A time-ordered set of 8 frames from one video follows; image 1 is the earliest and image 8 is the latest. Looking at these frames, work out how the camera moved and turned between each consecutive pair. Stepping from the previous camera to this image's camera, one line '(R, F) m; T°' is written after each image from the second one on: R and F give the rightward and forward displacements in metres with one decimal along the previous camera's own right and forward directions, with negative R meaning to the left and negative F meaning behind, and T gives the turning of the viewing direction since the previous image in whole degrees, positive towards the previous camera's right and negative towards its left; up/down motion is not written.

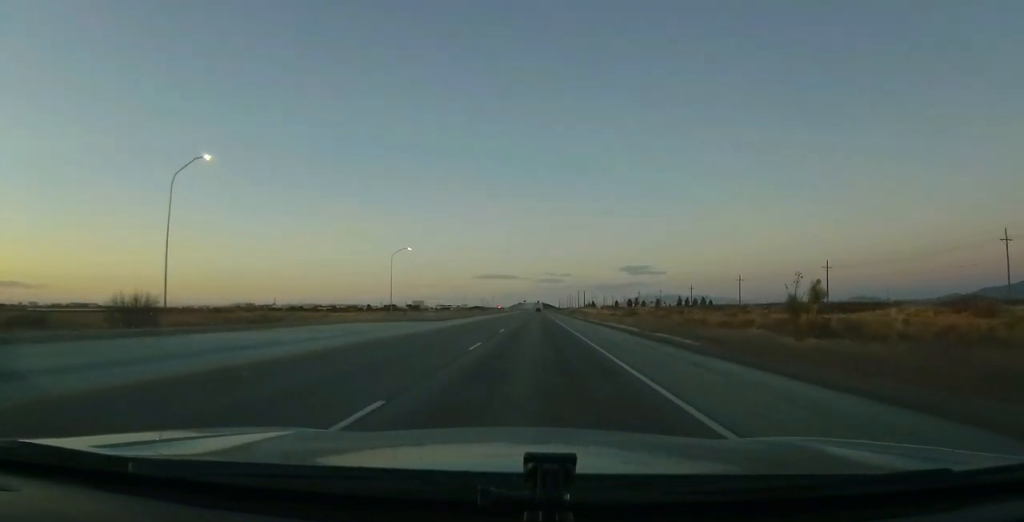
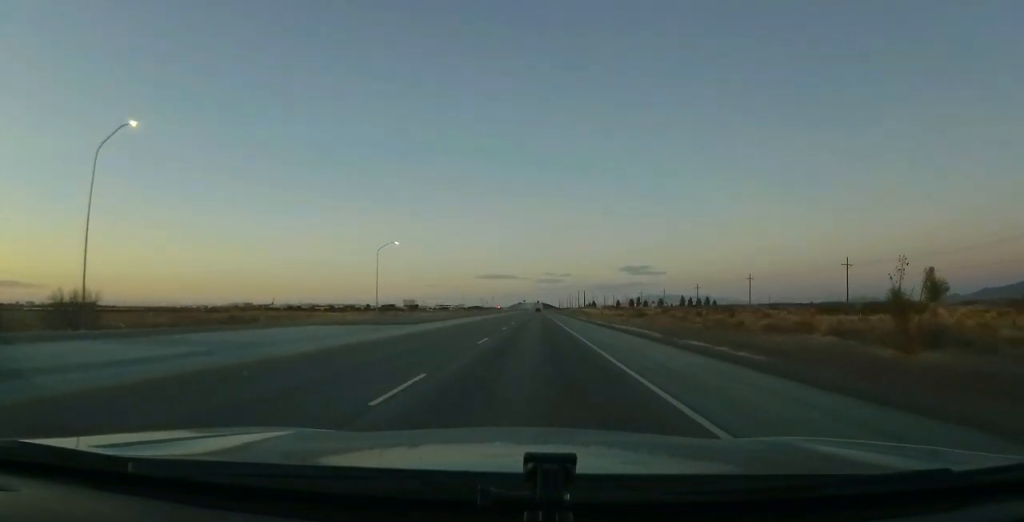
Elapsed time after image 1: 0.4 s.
(0.0, +9.5) m; 0°
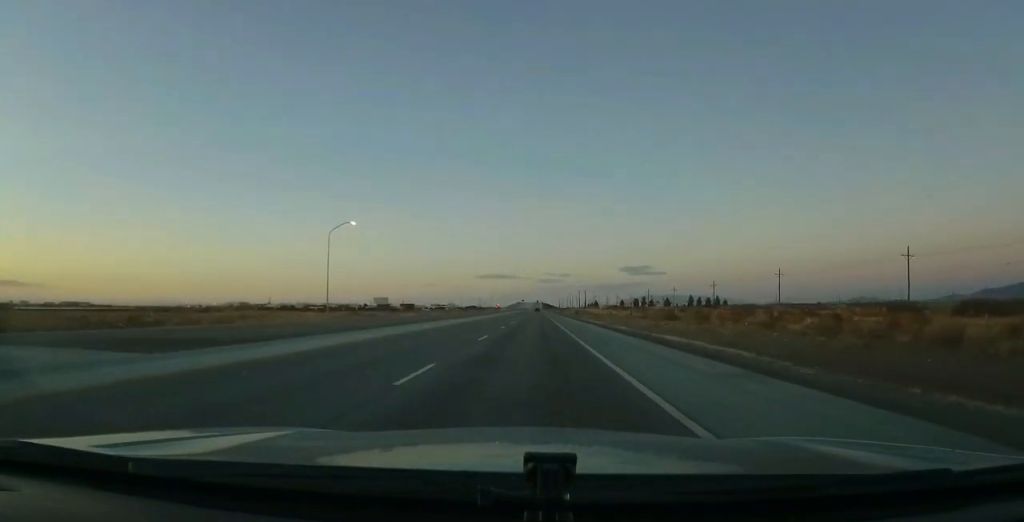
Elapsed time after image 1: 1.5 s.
(0.0, +23.5) m; 0°
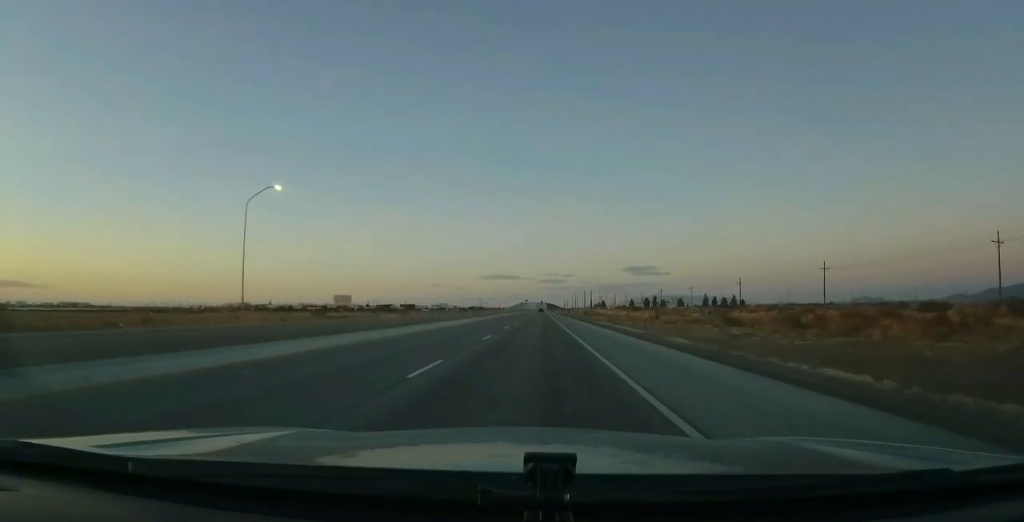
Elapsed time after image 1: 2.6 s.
(+0.1, +23.5) m; +1°
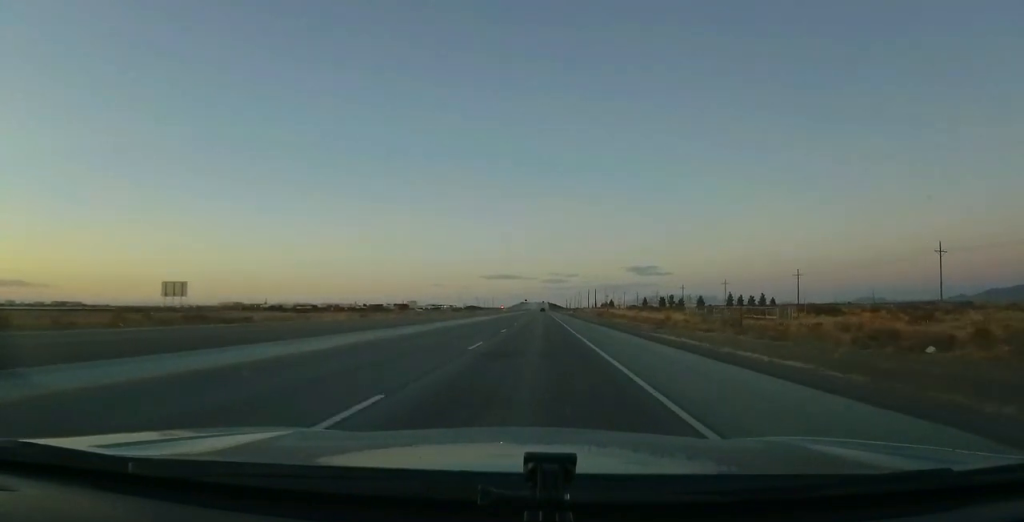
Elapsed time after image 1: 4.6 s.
(0.0, +41.5) m; 0°
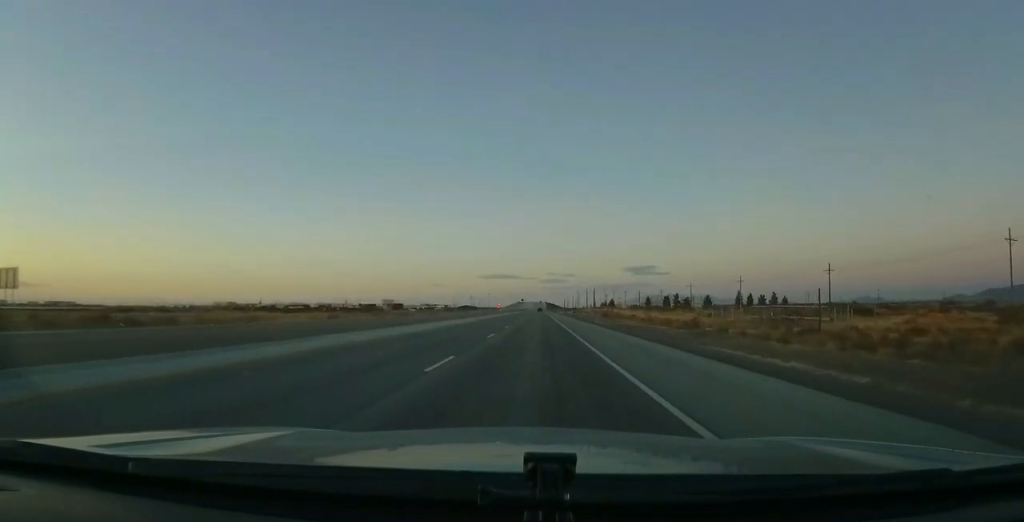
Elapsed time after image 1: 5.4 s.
(+0.4, +18.0) m; 0°
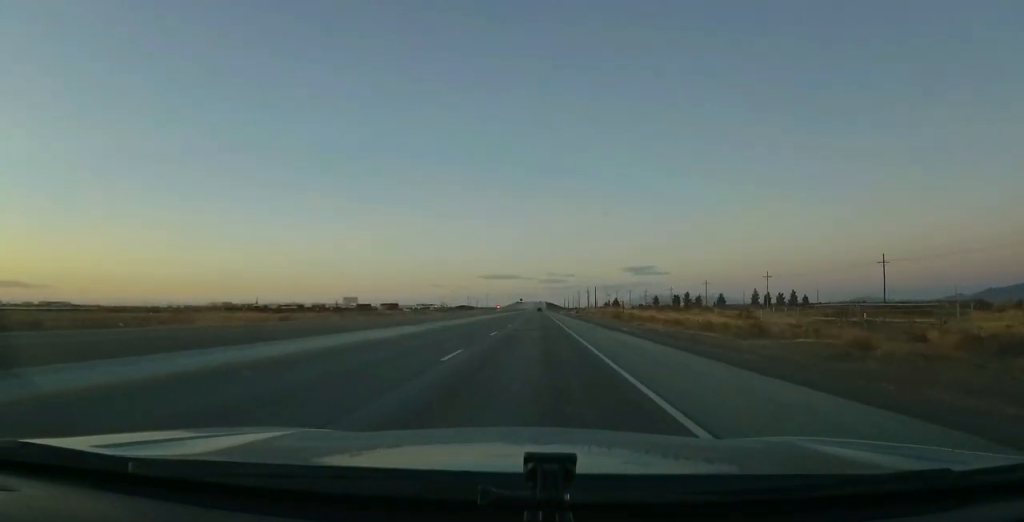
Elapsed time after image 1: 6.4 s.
(-0.4, +22.3) m; -1°
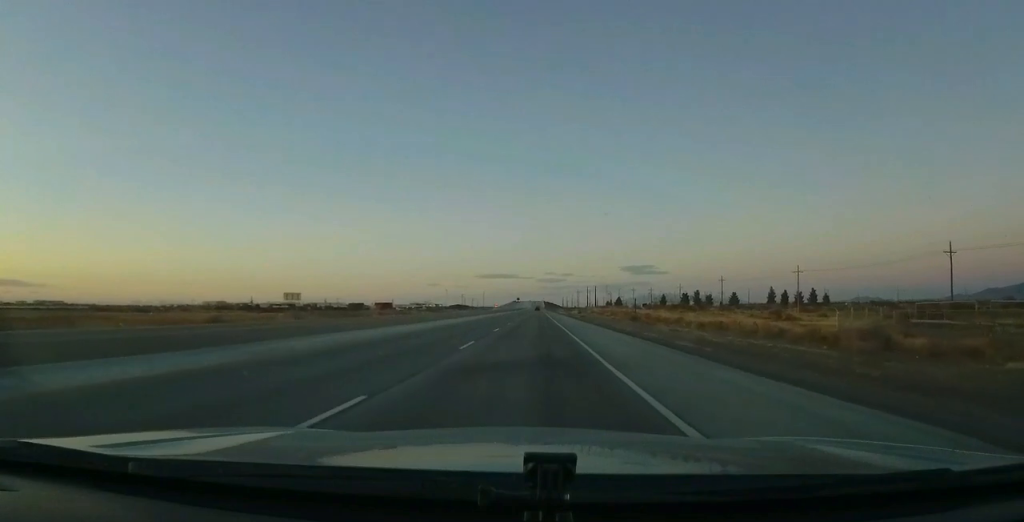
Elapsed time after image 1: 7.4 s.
(0.0, +20.9) m; 0°
